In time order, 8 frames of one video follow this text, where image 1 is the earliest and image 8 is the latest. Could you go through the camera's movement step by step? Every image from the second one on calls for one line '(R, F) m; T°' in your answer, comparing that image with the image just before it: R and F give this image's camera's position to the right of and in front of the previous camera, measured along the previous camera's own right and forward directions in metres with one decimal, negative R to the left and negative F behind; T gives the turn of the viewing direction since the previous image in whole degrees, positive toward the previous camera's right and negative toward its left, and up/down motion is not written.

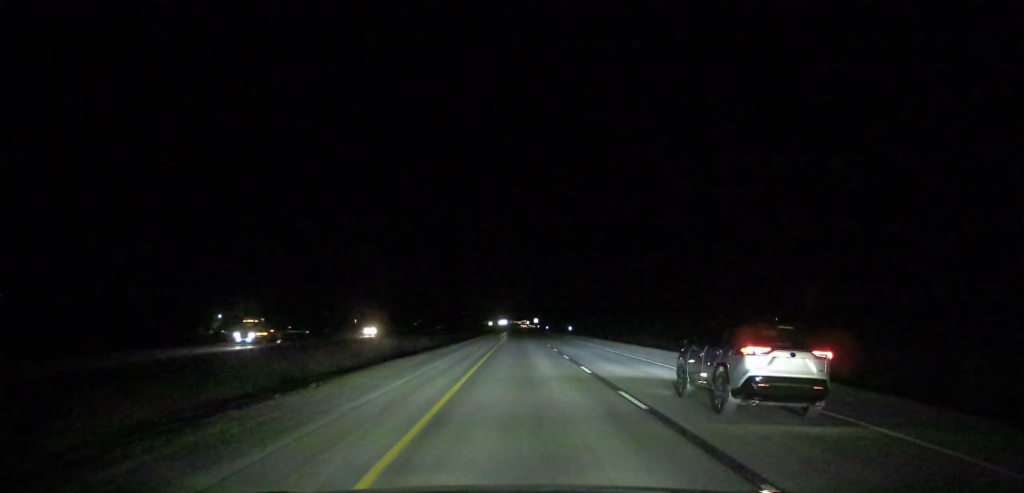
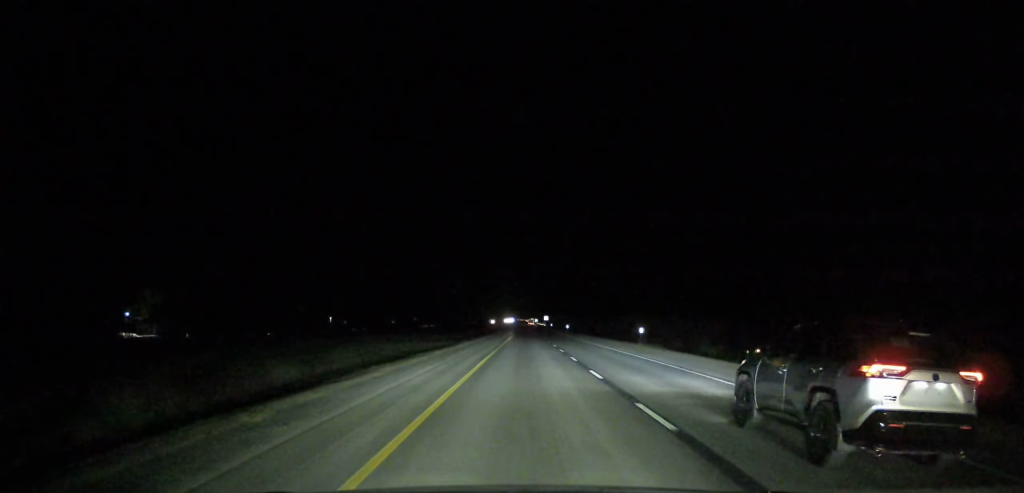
(+0.1, +74.0) m; 0°
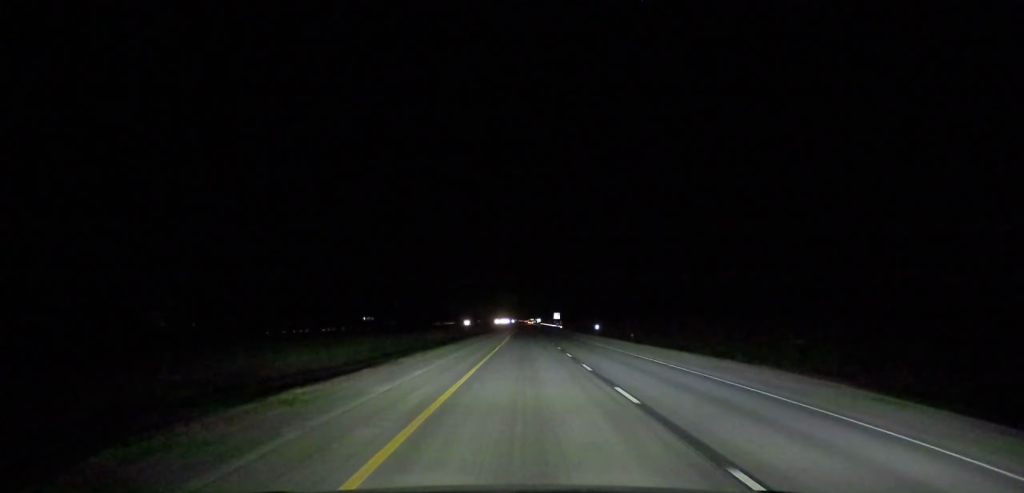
(+0.1, +165.2) m; 0°
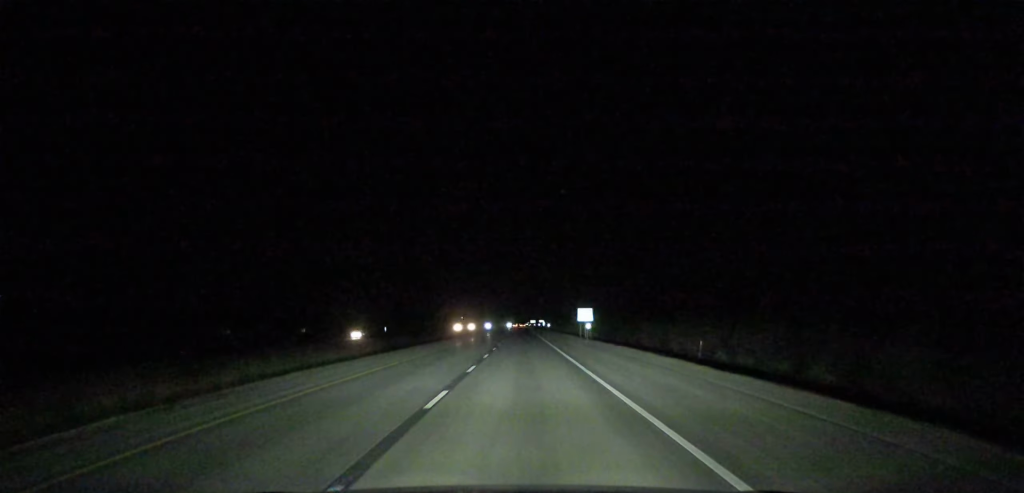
(+2.2, +419.8) m; 0°
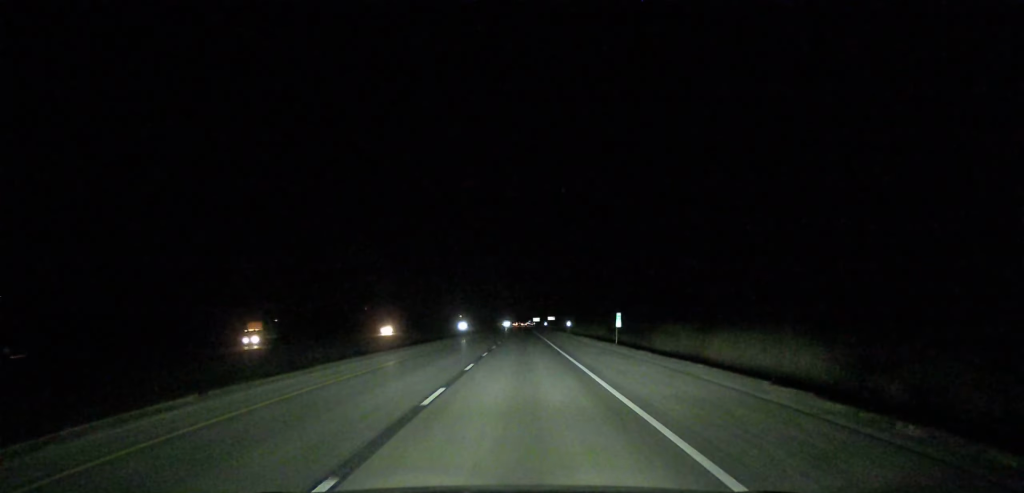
(-0.5, +178.1) m; 0°
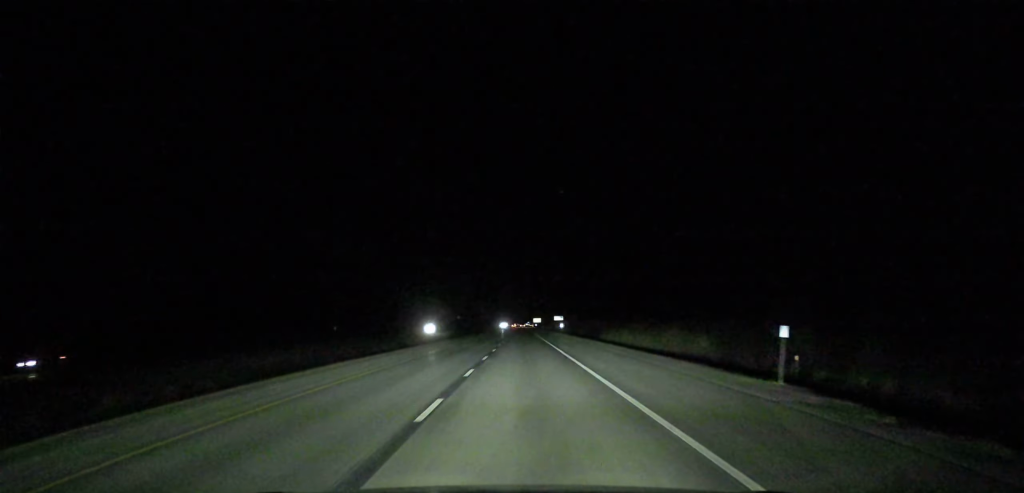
(0.0, +81.8) m; 0°
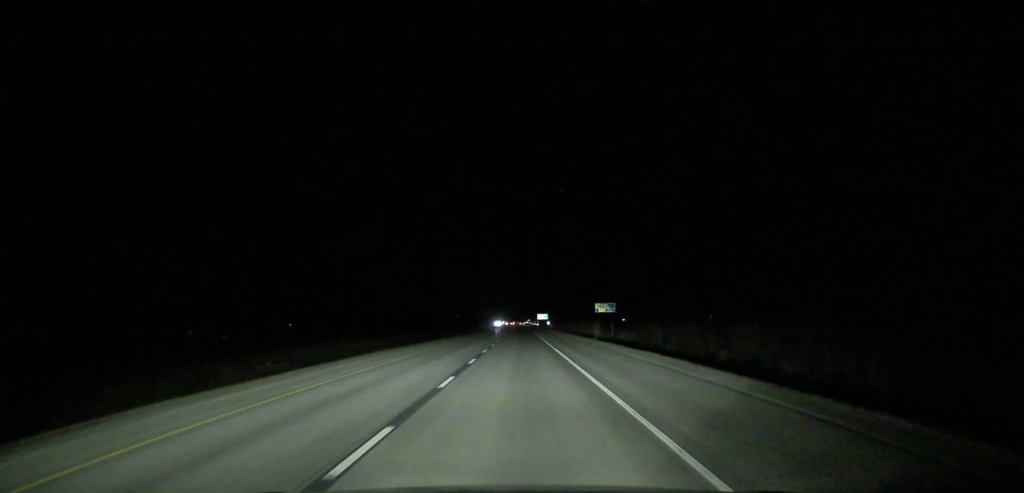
(-0.1, +153.3) m; 0°
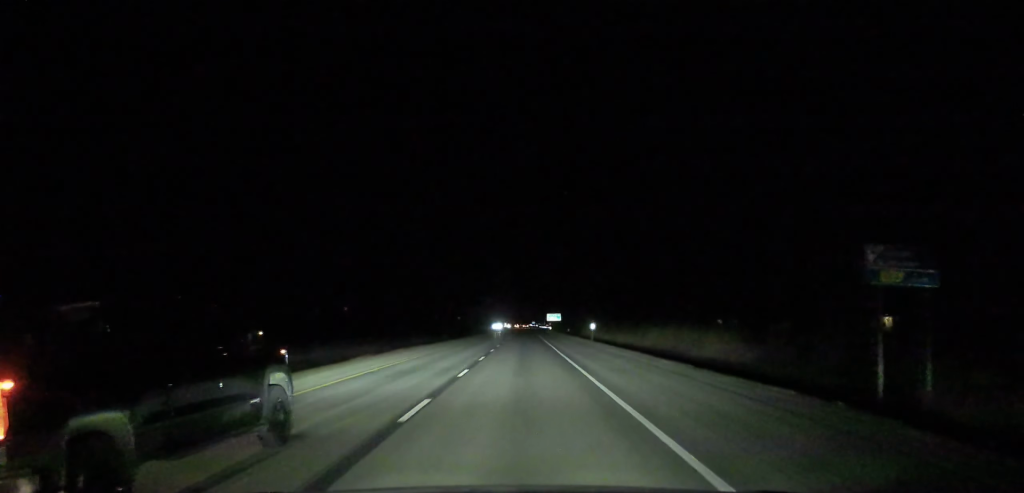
(-0.1, +93.2) m; 0°
